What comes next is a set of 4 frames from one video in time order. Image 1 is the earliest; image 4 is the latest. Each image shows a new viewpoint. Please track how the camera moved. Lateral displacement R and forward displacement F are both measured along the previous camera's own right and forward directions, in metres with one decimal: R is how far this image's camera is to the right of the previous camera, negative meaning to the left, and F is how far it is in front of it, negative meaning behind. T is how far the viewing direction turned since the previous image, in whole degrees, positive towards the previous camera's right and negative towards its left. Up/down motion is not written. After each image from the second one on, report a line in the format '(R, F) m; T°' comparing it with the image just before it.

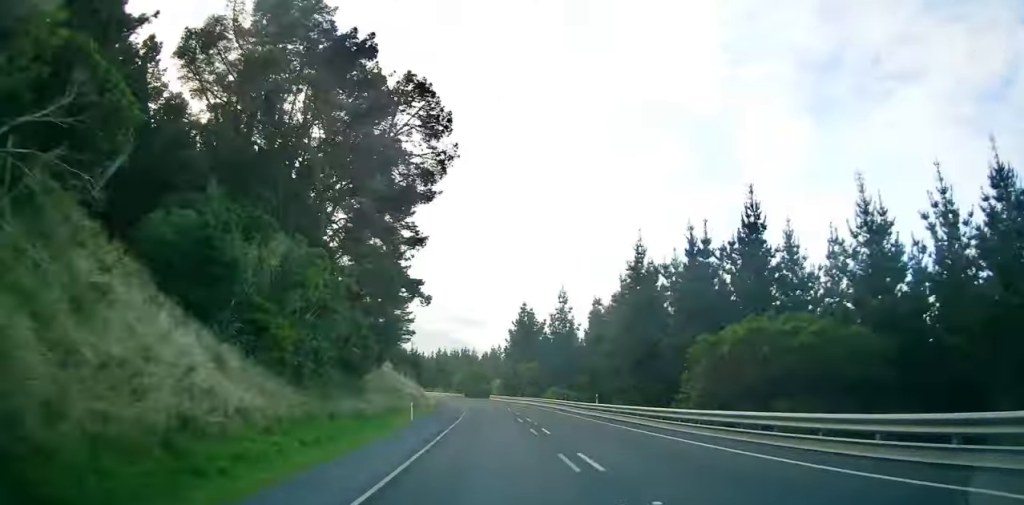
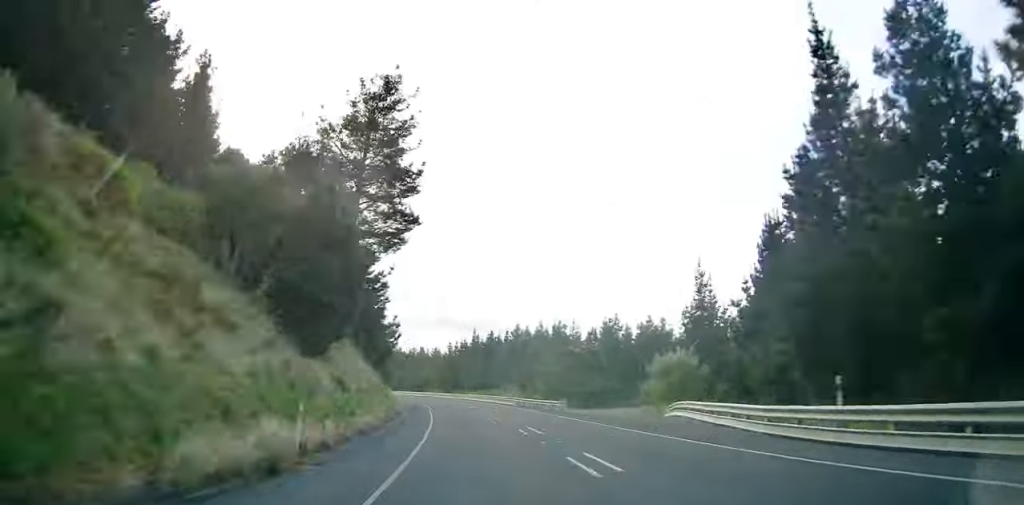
(-5.0, +85.9) m; -11°
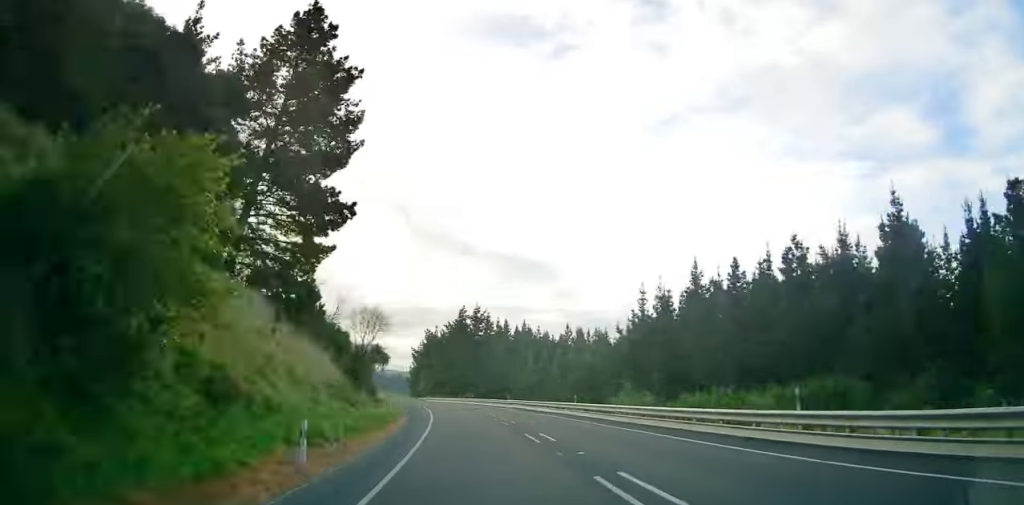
(-10.7, +81.6) m; -14°
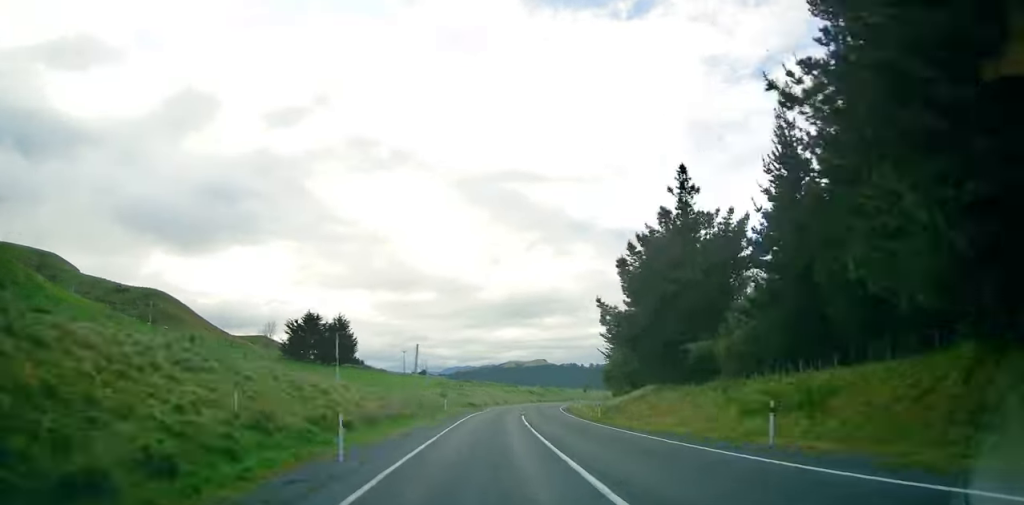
(-21.5, +177.2) m; -2°
